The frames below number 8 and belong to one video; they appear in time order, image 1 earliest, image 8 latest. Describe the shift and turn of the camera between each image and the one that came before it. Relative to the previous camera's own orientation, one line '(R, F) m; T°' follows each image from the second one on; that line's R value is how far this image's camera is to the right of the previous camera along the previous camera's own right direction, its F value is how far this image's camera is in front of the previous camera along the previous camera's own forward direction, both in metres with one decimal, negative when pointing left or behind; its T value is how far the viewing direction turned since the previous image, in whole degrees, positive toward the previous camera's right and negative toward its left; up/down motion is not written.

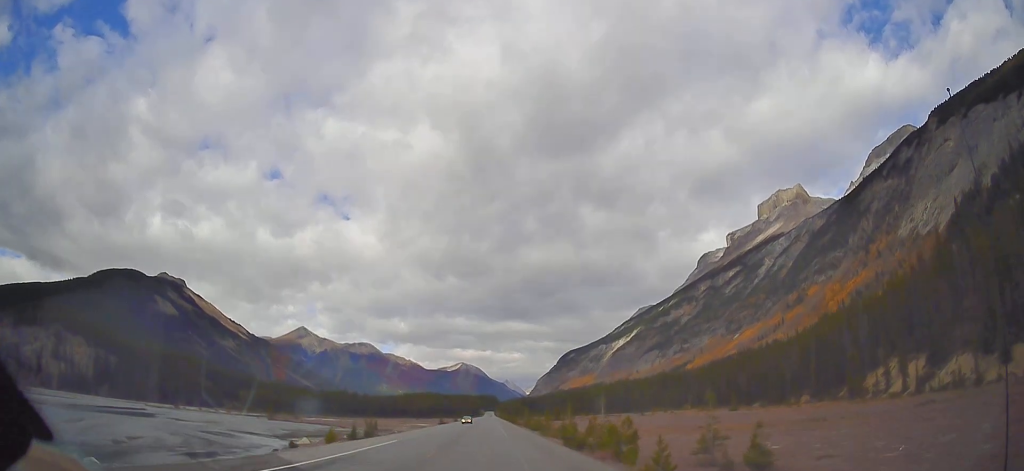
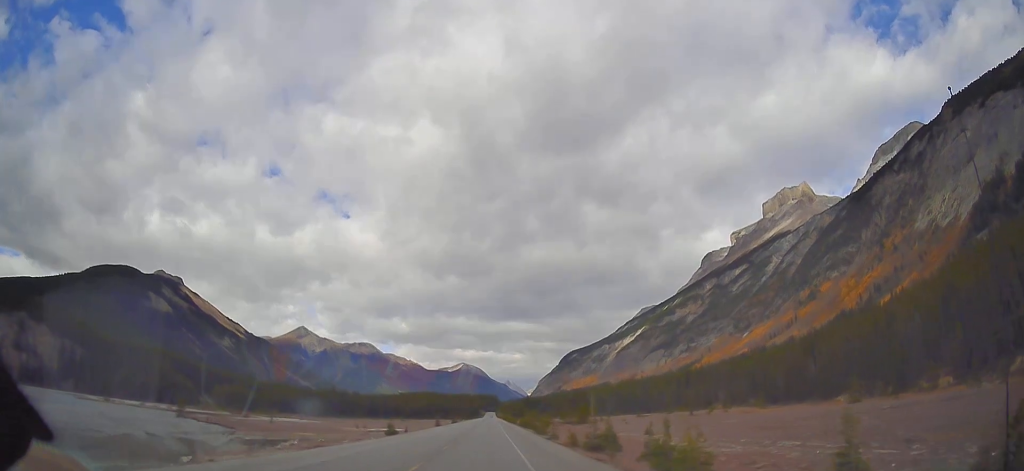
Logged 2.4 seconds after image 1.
(0.0, +59.2) m; -1°
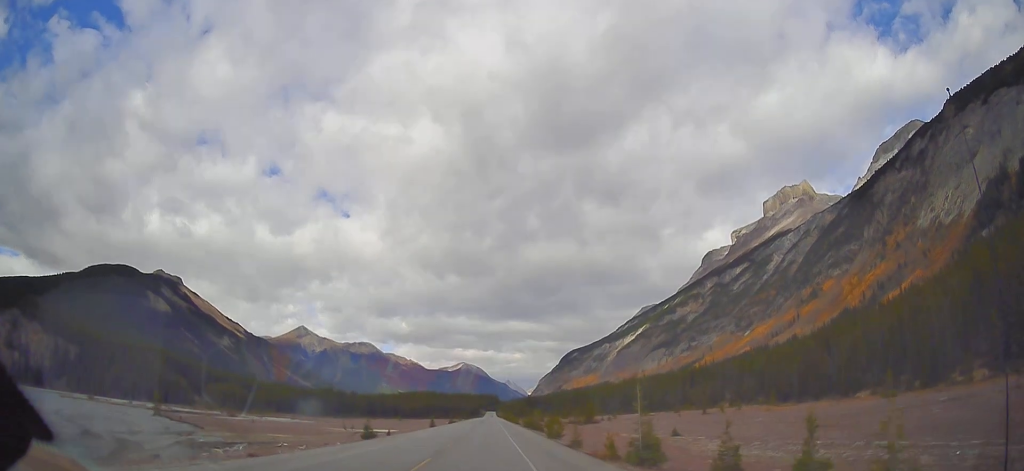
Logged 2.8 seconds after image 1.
(-0.3, +10.7) m; 0°
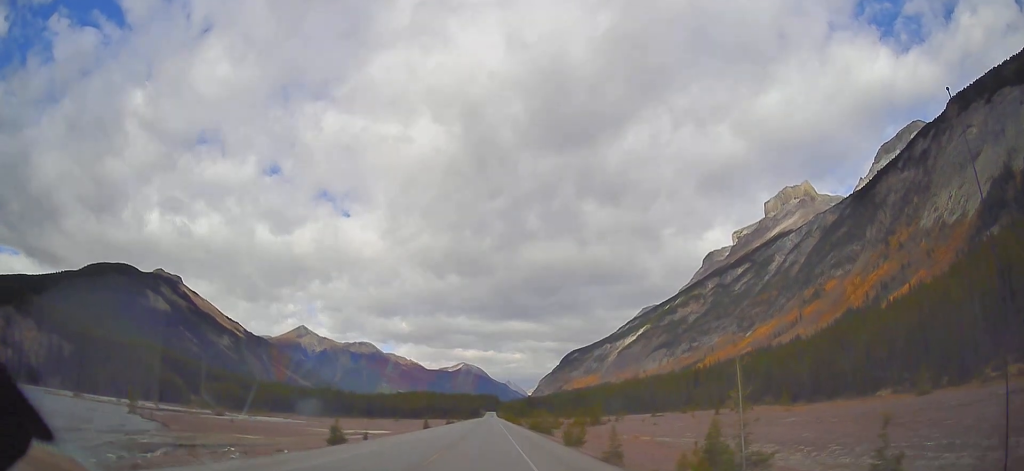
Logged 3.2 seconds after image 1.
(+0.2, +9.9) m; 0°
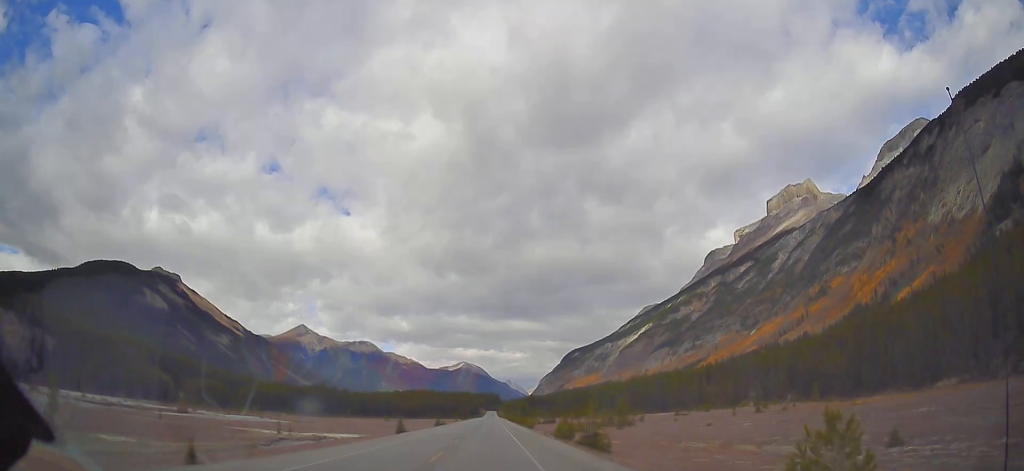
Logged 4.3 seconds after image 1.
(+0.3, +25.5) m; 0°
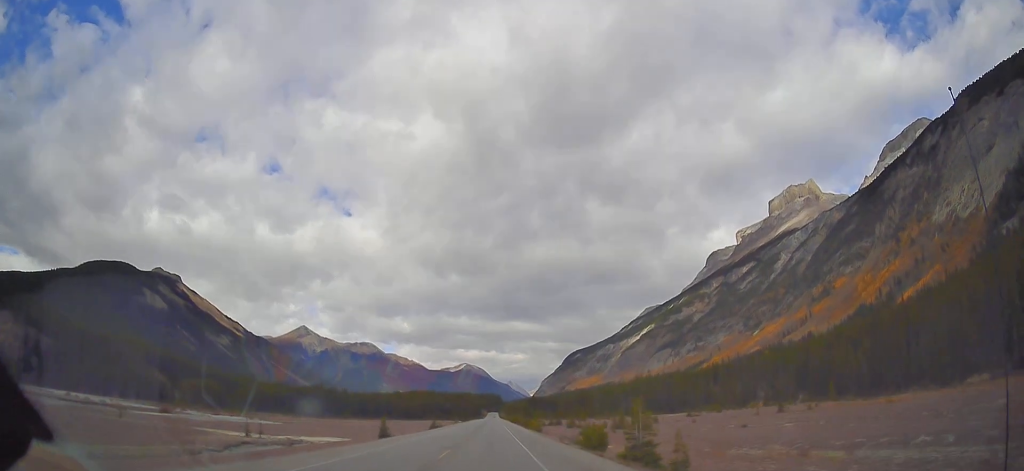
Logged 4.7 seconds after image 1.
(-0.2, +10.7) m; 0°
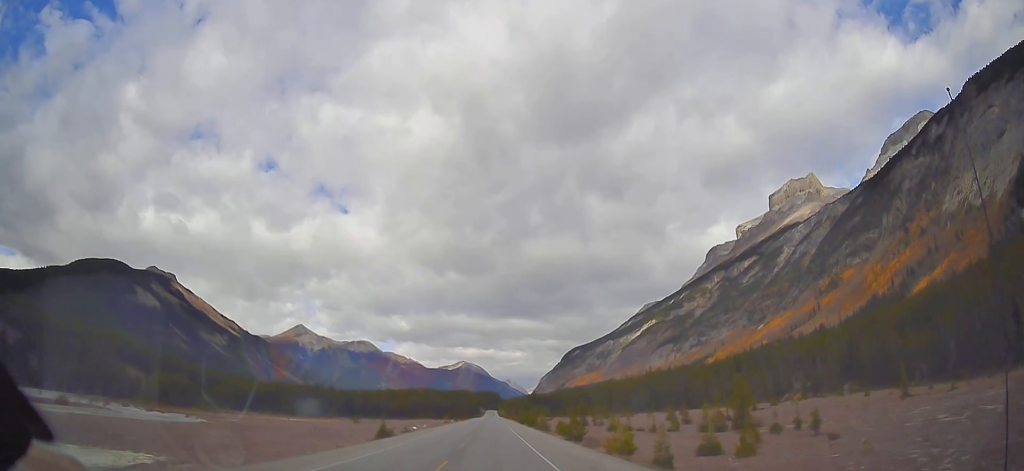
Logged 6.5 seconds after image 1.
(+0.1, +44.8) m; 0°
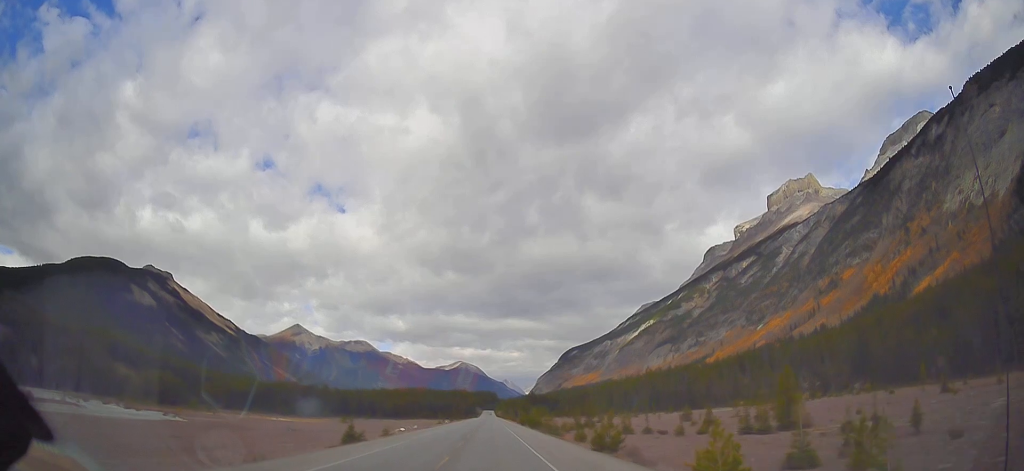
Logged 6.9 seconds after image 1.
(-0.1, +10.8) m; 0°
